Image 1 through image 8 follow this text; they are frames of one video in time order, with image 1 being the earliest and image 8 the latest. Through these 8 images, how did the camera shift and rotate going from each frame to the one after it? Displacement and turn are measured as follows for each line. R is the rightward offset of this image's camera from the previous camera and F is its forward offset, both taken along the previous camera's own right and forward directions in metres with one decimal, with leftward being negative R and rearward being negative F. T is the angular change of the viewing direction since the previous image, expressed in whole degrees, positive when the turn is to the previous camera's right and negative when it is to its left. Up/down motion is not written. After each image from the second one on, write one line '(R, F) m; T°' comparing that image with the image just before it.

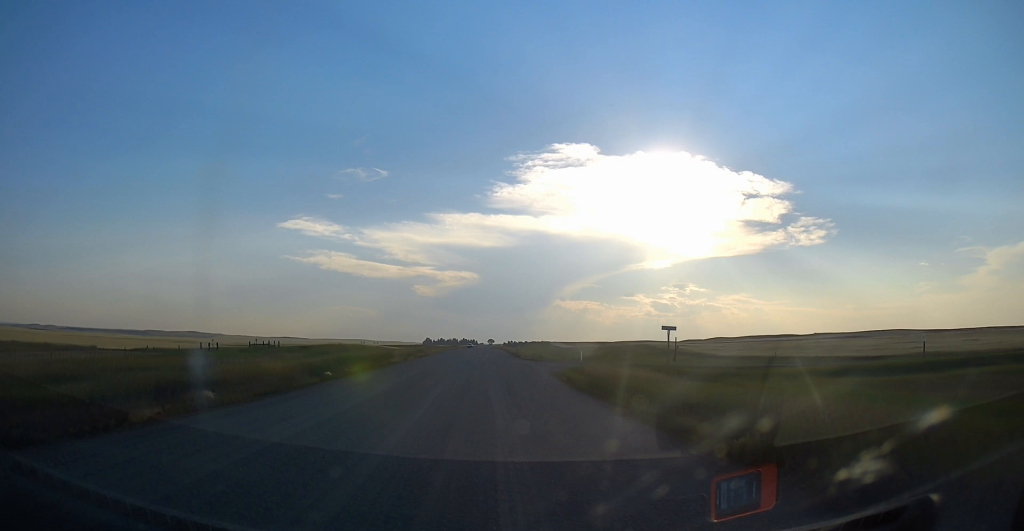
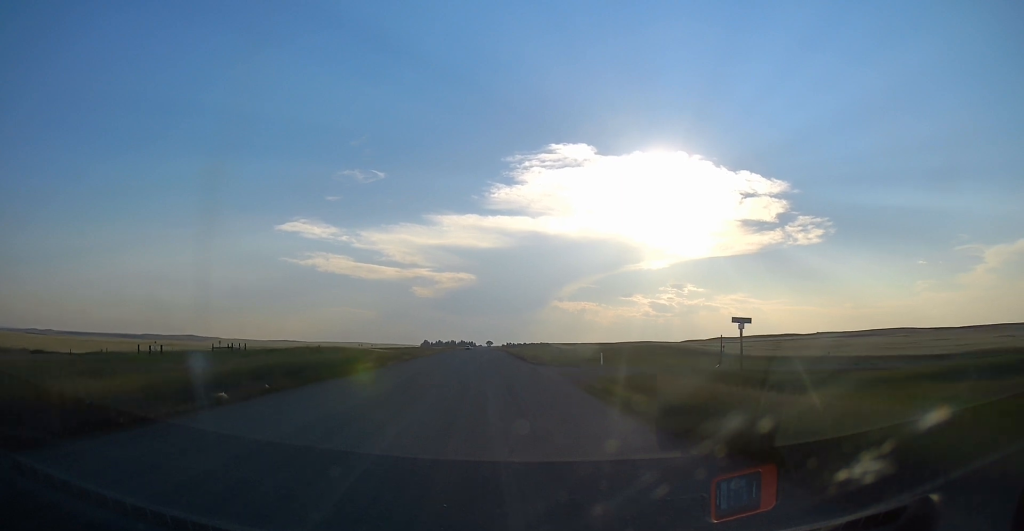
(0.0, +11.3) m; +1°
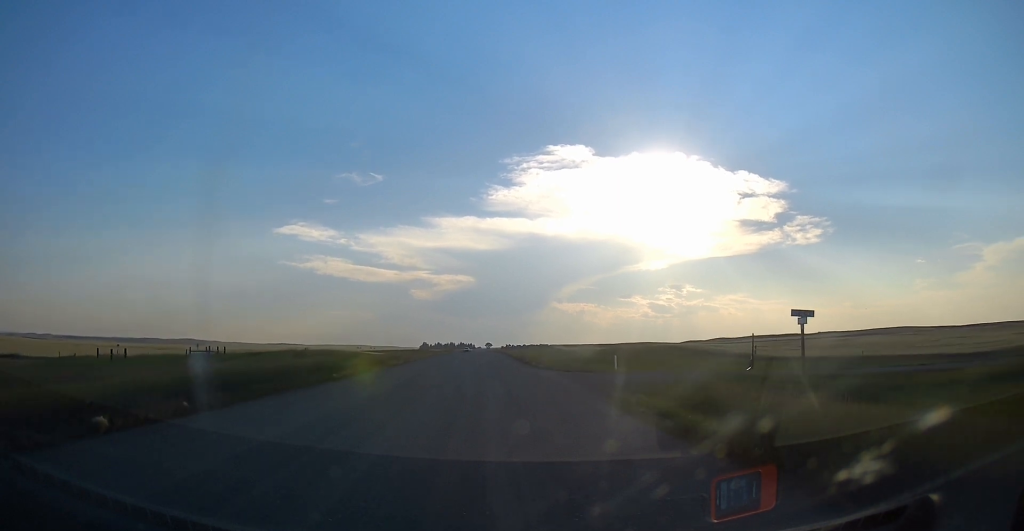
(-0.1, +5.6) m; +1°
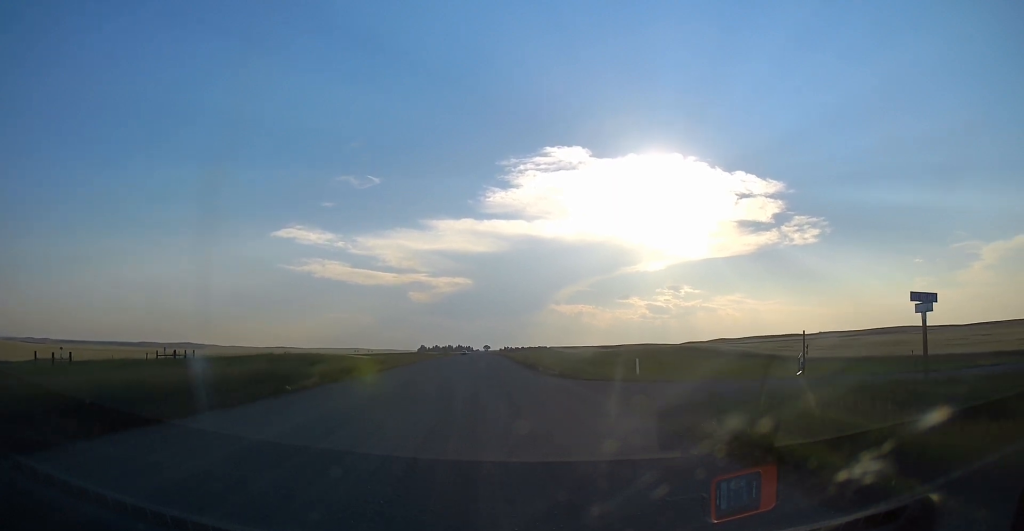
(+0.1, +6.9) m; +1°
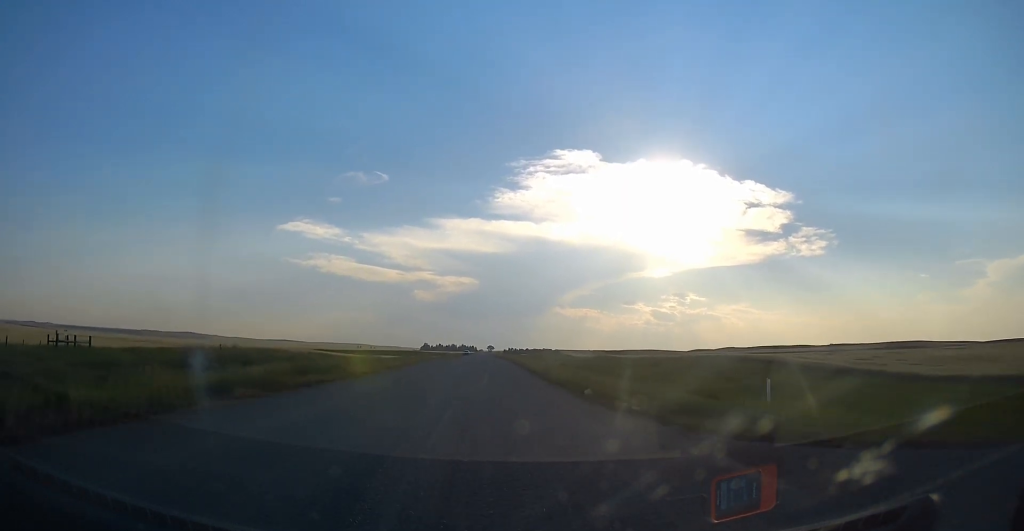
(+0.1, +17.4) m; -1°
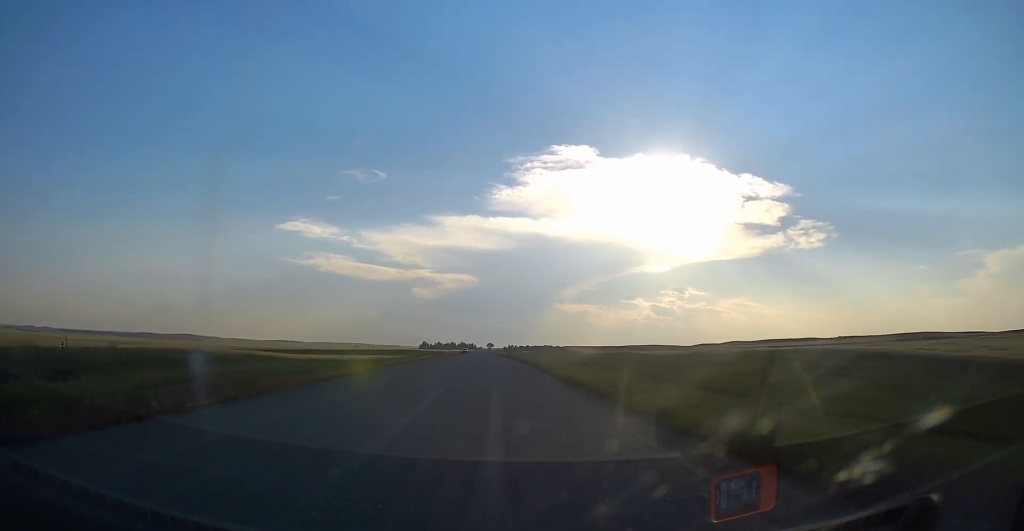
(-0.3, +20.3) m; -1°
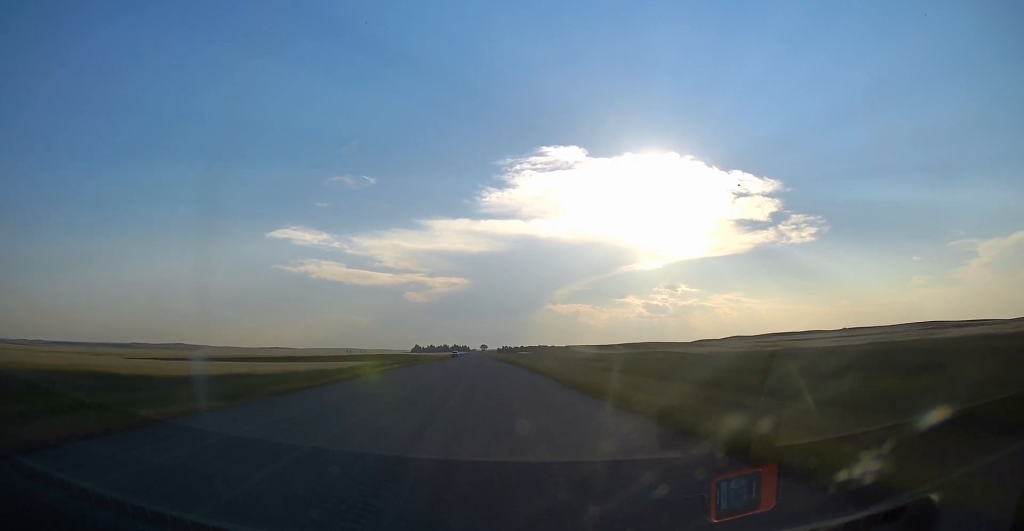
(0.0, +25.1) m; 0°
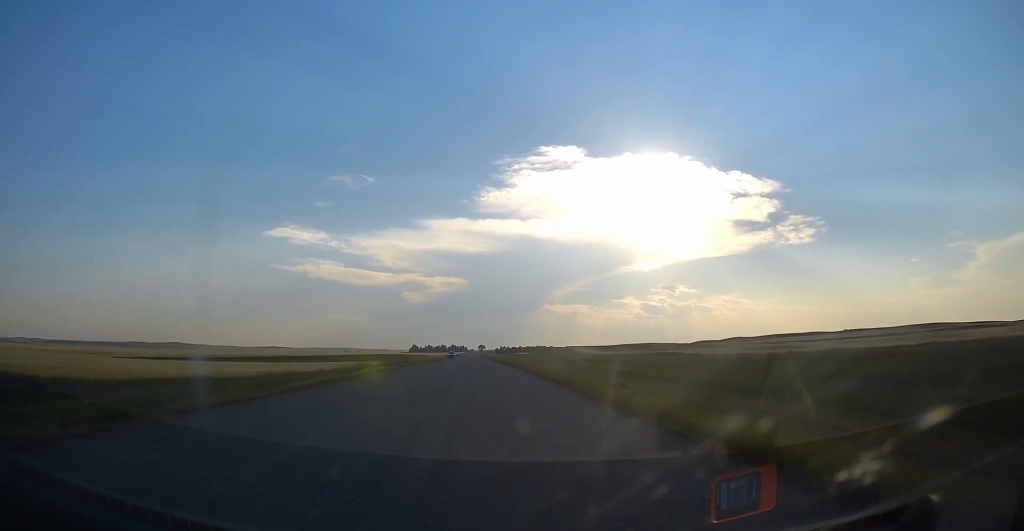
(0.0, +6.8) m; 0°
